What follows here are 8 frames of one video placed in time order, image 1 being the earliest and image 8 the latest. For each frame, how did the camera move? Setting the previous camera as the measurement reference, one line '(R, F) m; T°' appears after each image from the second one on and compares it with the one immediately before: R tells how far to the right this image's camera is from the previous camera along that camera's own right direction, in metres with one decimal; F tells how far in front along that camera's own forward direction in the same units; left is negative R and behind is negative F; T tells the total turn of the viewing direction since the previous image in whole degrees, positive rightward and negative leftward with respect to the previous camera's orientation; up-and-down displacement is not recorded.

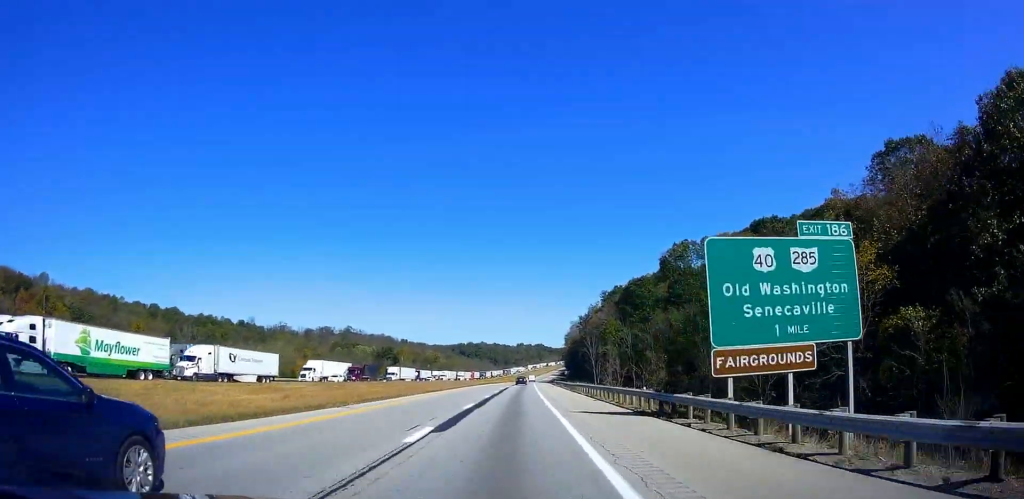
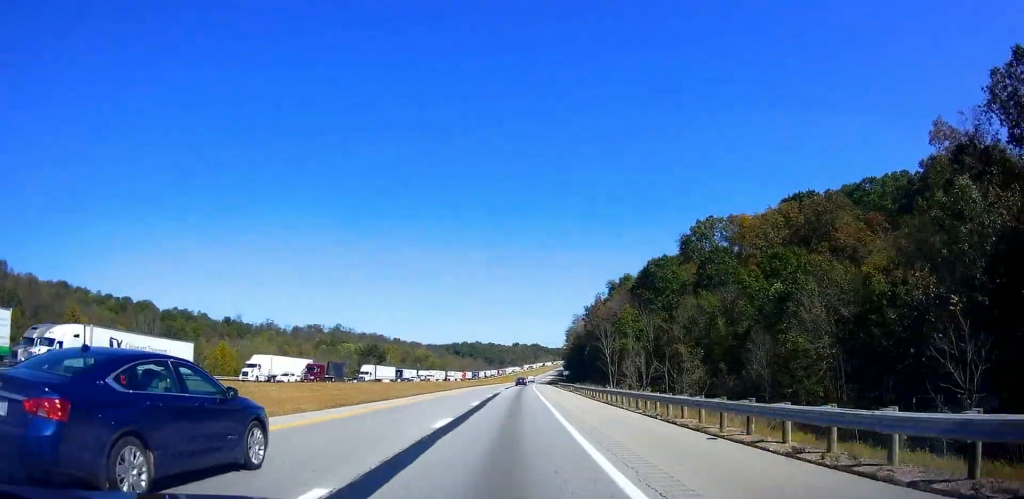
(+0.2, +20.9) m; 0°
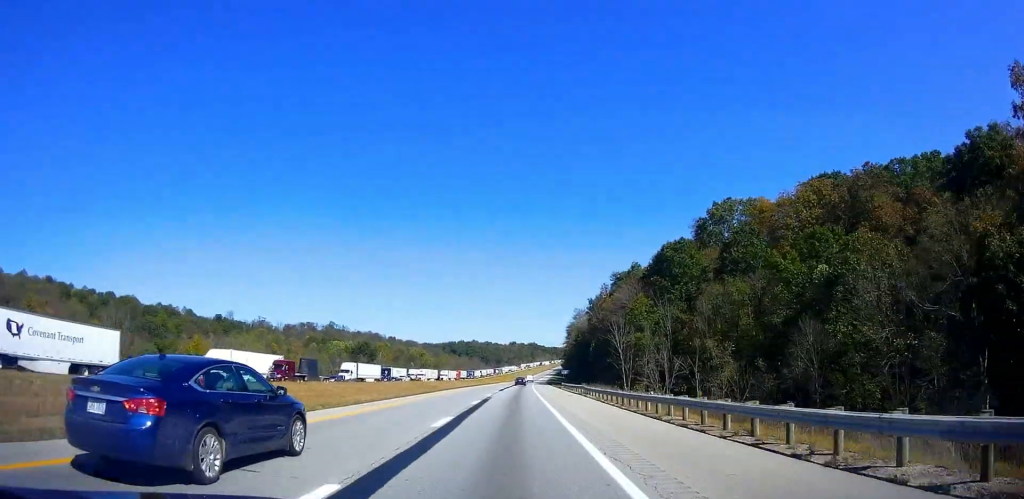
(-0.1, +12.1) m; 0°
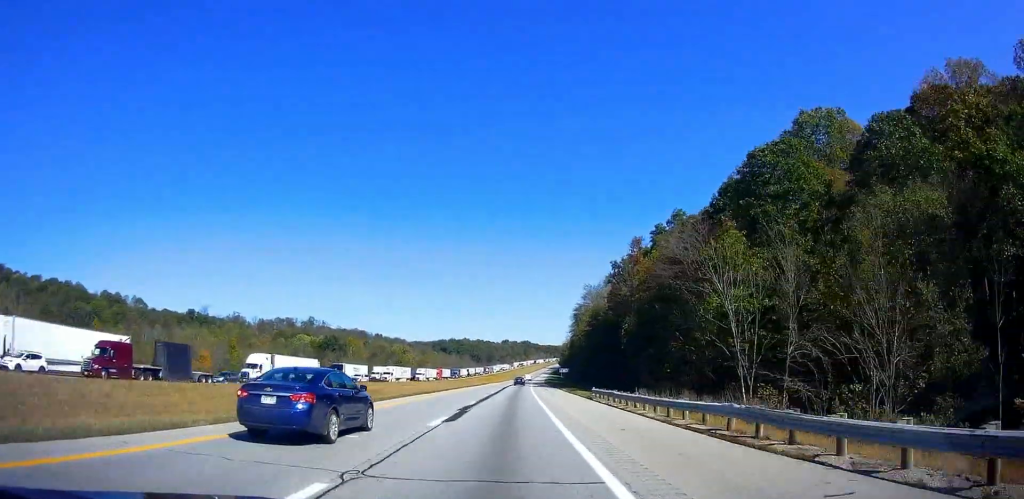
(+0.1, +37.2) m; +2°
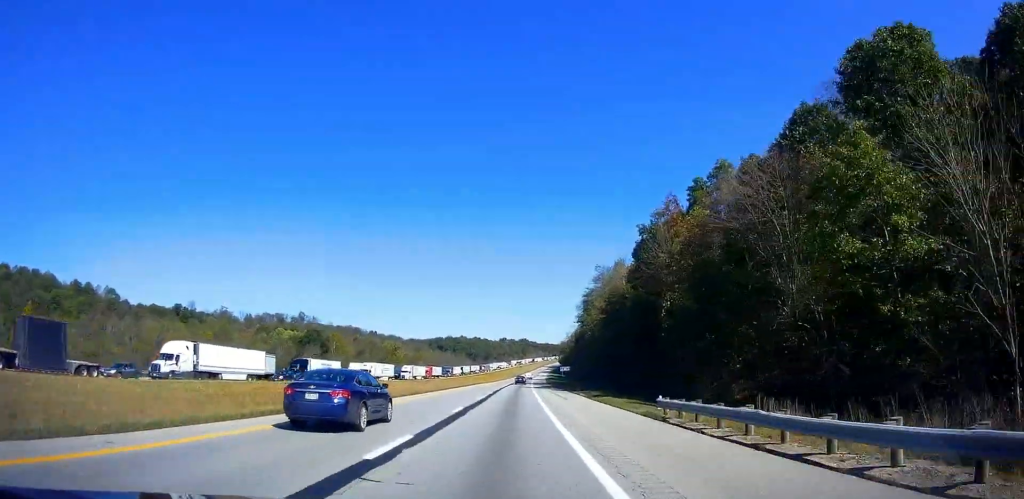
(+0.4, +19.2) m; 0°
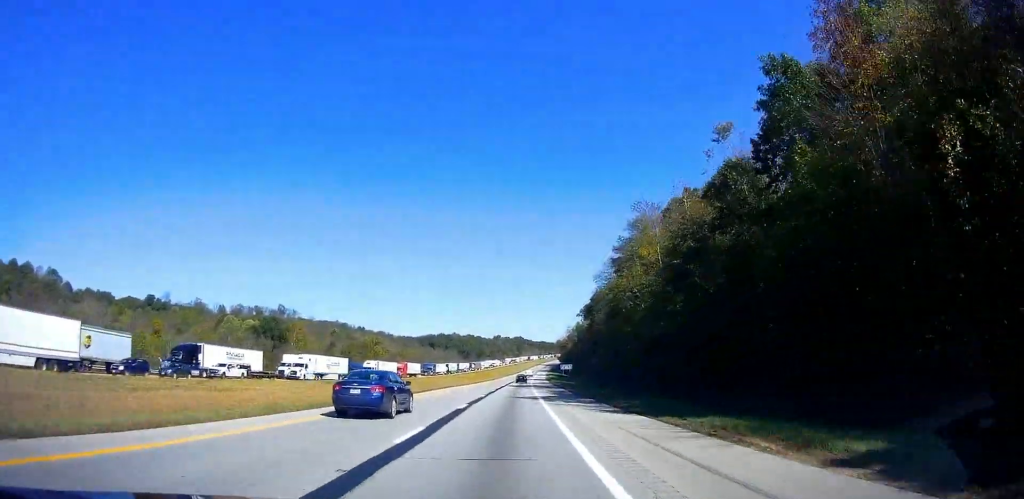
(-0.1, +34.6) m; 0°
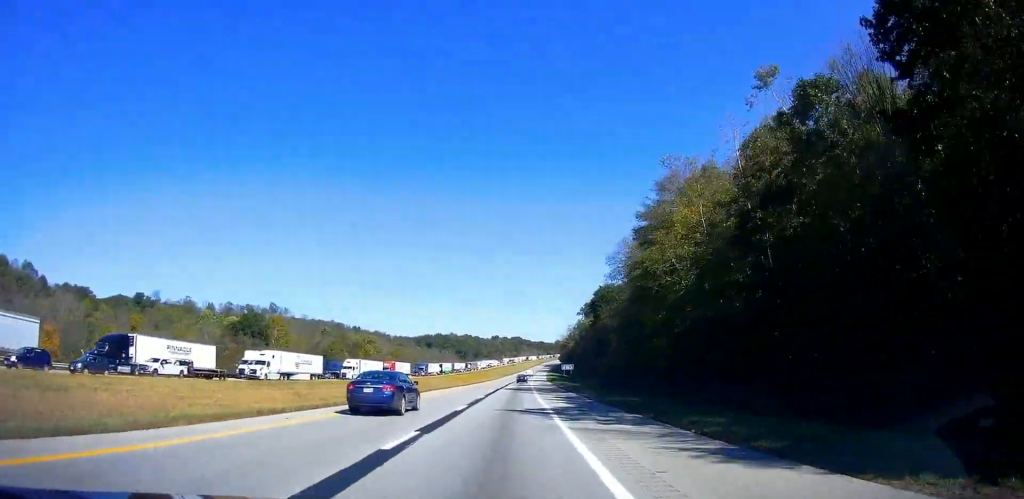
(-0.7, +13.3) m; 0°
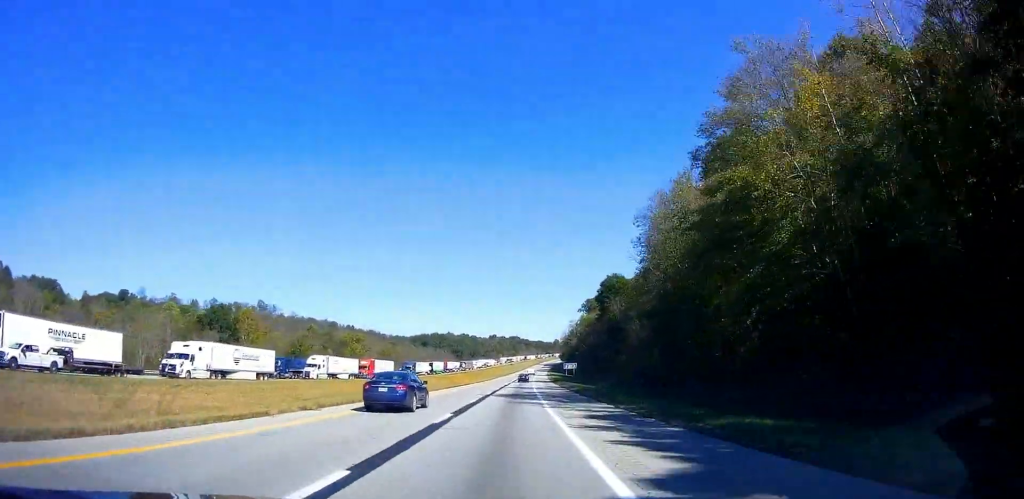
(+1.1, +18.5) m; +1°
